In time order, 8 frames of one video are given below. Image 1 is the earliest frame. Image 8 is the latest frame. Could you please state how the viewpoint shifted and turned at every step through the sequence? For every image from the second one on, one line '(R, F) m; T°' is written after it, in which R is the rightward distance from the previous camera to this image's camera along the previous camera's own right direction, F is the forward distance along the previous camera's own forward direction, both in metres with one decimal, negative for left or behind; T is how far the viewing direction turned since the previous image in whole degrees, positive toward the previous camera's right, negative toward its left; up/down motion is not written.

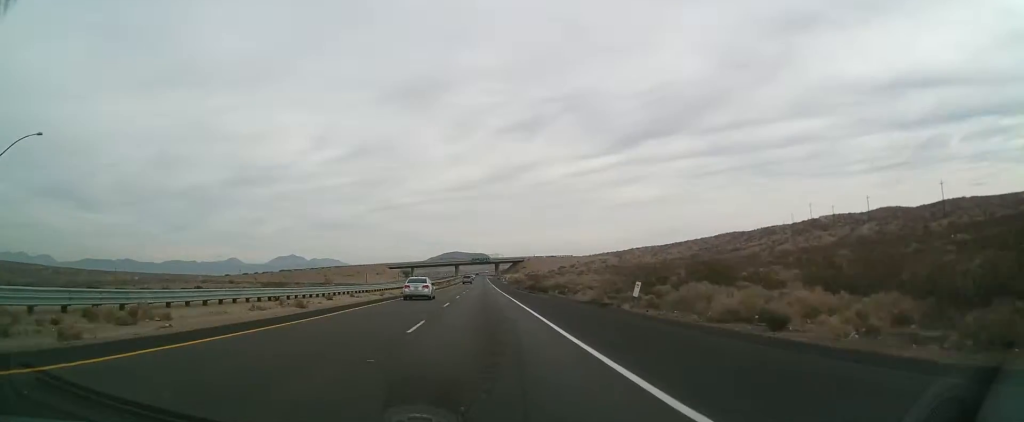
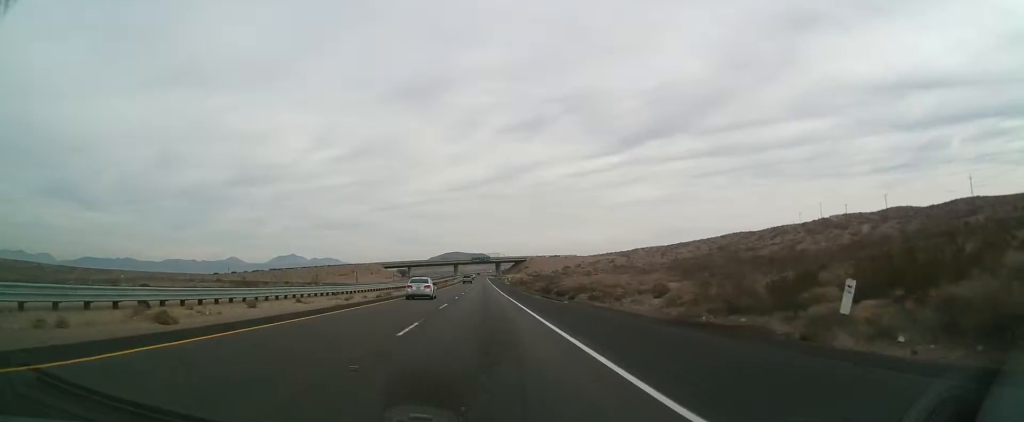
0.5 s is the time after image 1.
(-0.2, +15.6) m; 0°
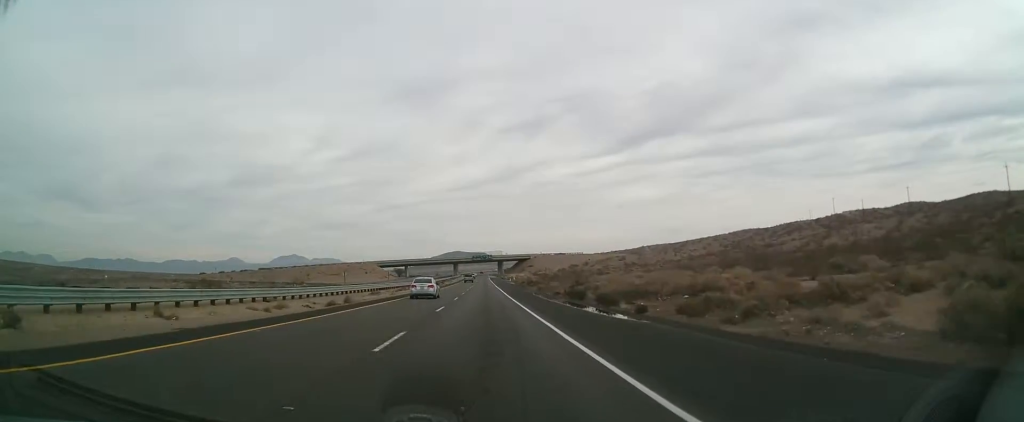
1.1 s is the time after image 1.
(+0.3, +17.7) m; 0°
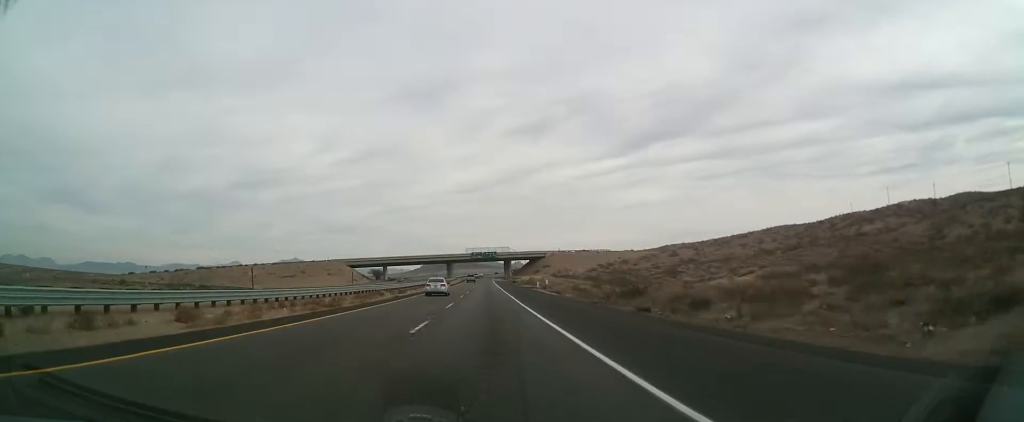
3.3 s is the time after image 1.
(-0.8, +68.5) m; -1°
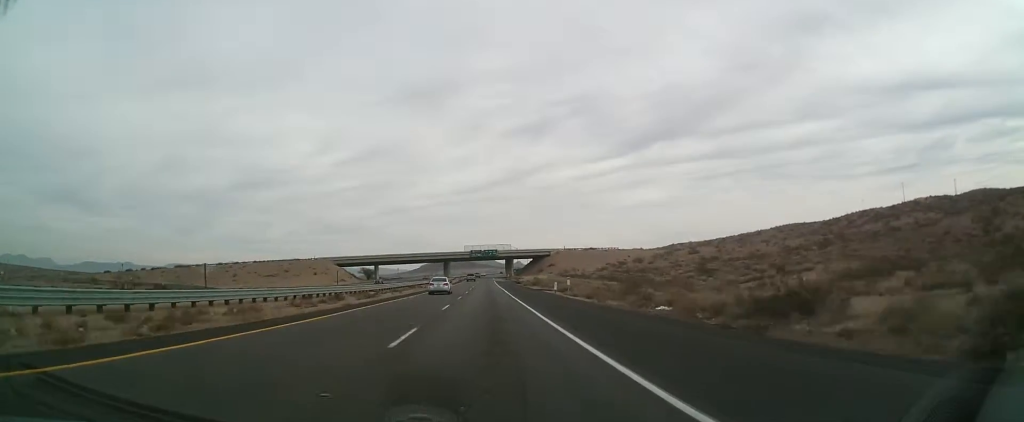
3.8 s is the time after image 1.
(0.0, +17.7) m; 0°
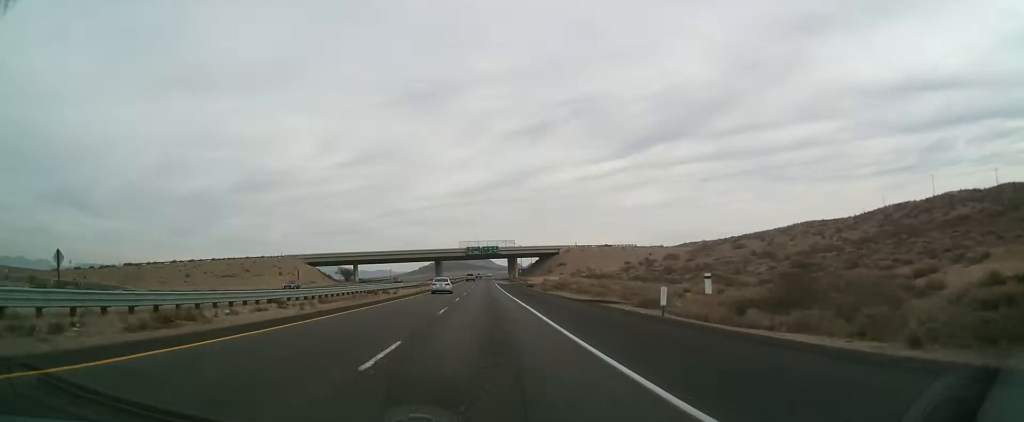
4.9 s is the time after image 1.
(0.0, +32.2) m; 0°
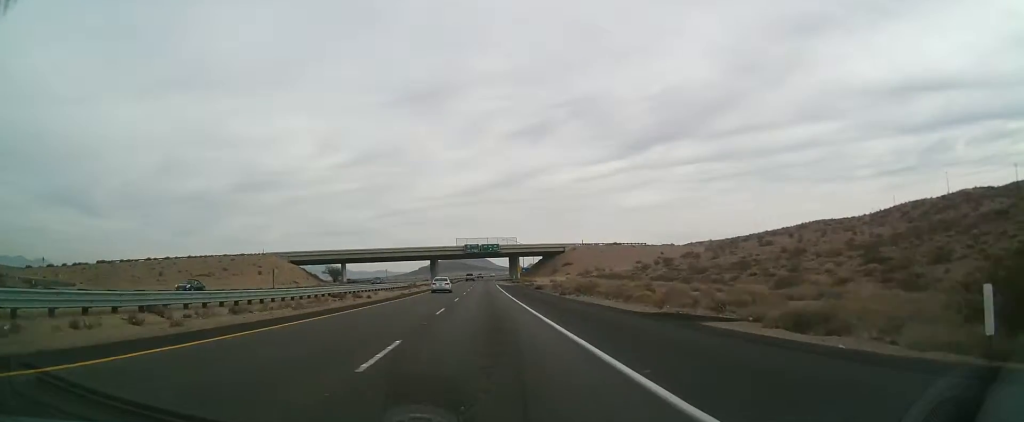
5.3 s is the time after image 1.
(0.0, +14.6) m; 0°
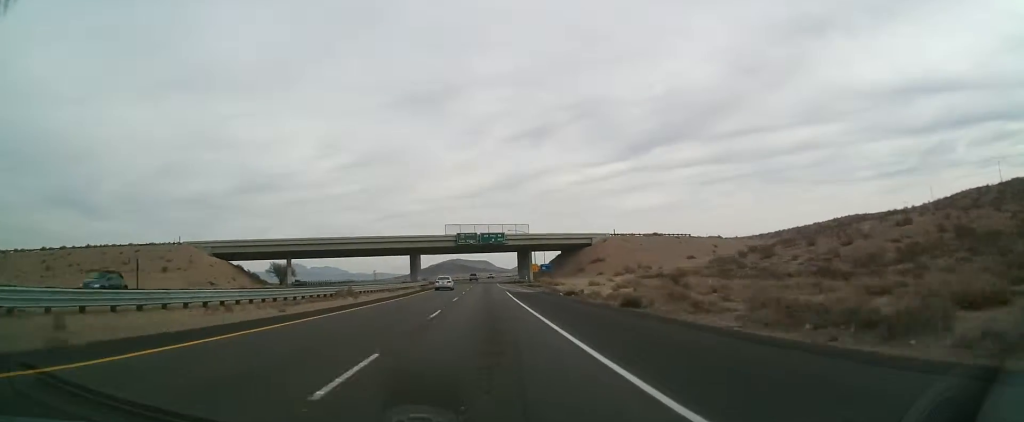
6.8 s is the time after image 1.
(0.0, +46.1) m; +1°
